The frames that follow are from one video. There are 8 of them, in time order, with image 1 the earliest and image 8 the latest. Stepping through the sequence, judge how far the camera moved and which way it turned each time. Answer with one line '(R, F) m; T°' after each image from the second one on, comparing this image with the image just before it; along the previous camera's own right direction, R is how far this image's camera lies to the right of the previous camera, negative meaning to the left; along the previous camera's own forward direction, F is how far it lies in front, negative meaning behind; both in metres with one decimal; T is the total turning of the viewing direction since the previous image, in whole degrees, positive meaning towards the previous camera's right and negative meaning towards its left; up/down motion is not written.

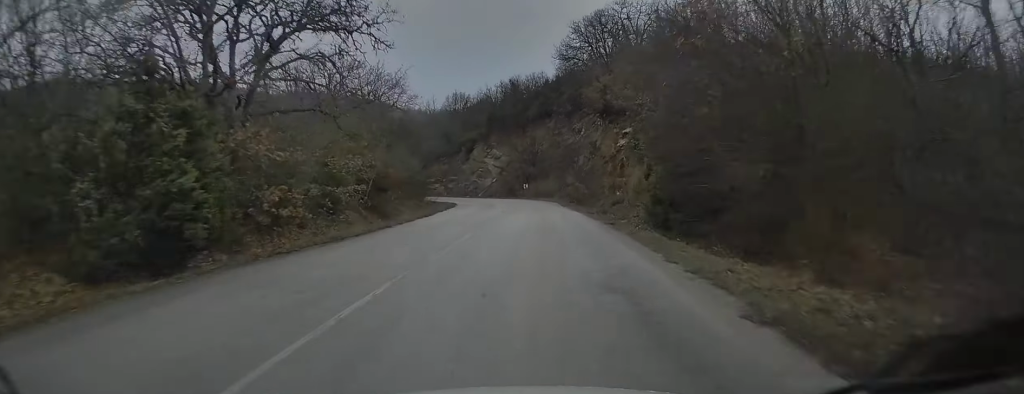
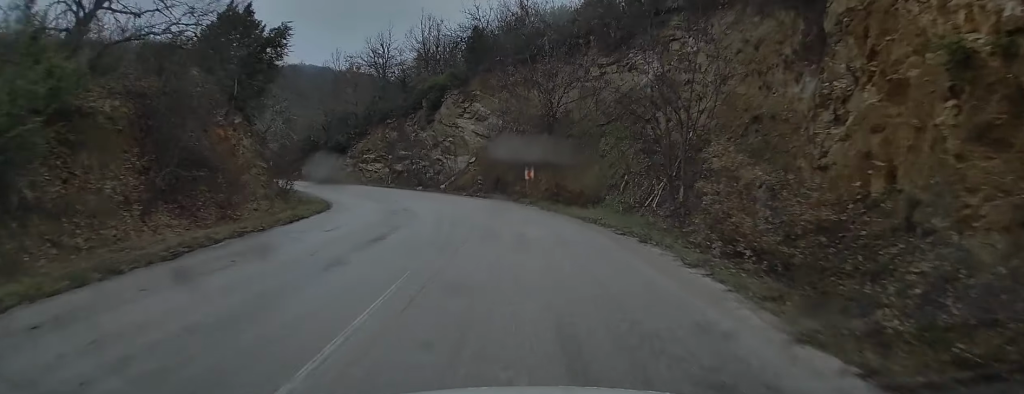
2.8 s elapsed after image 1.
(+0.5, +38.7) m; -1°
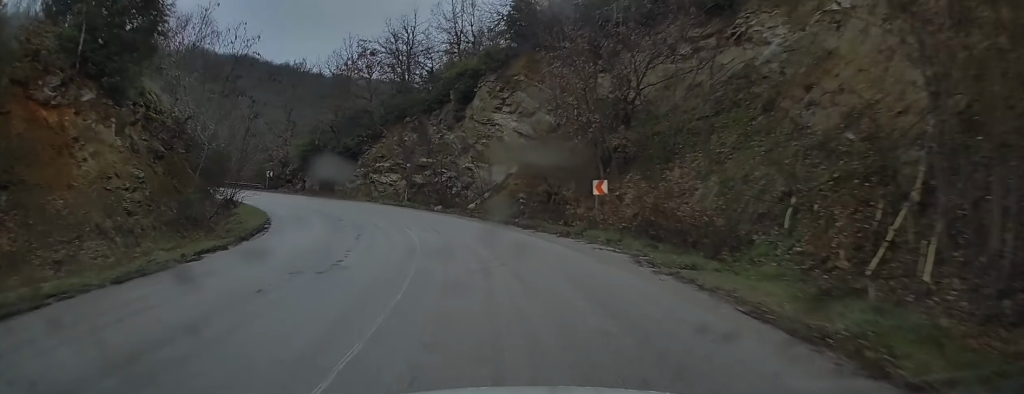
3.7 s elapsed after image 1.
(-0.3, +12.7) m; -2°
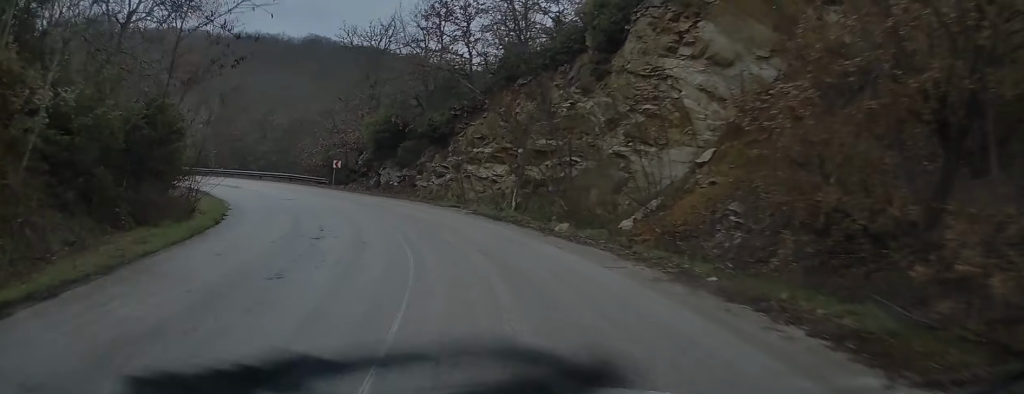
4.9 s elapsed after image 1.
(-0.5, +14.8) m; -8°
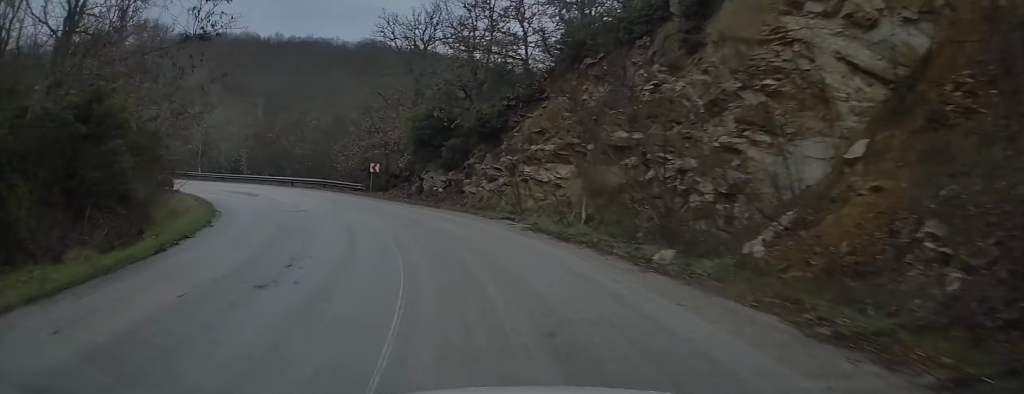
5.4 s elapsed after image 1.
(0.0, +5.2) m; -5°
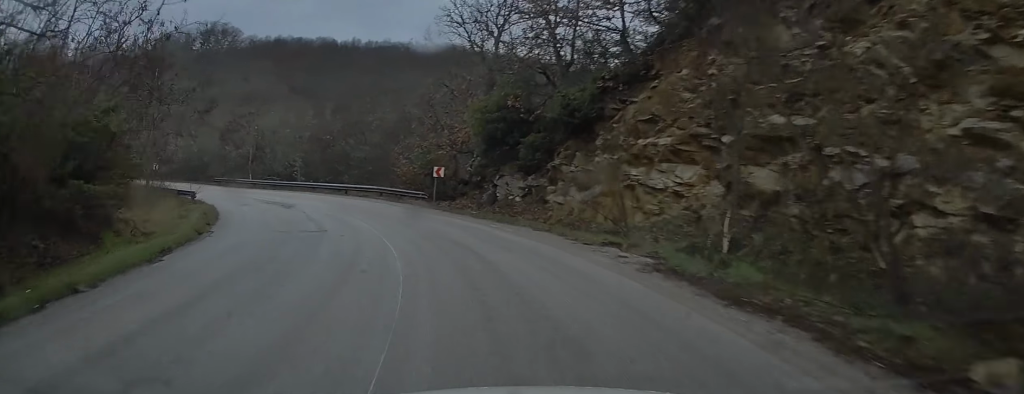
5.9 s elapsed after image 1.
(-0.4, +5.9) m; -6°
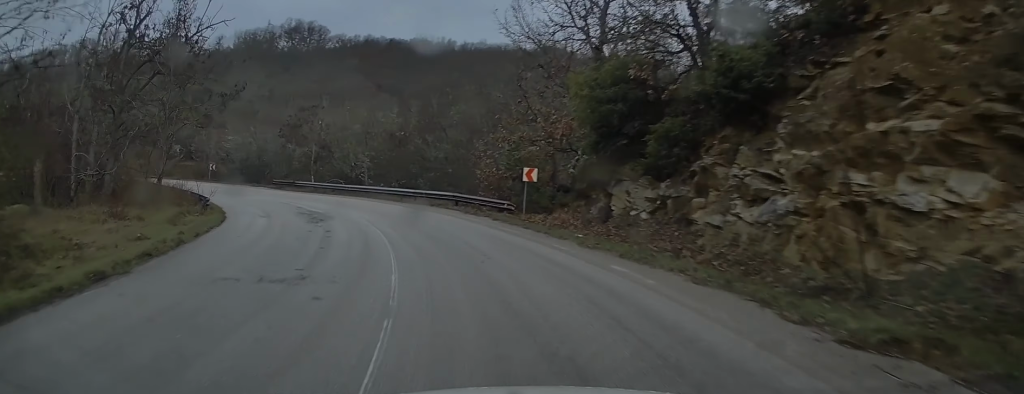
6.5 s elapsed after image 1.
(-0.4, +7.1) m; -8°
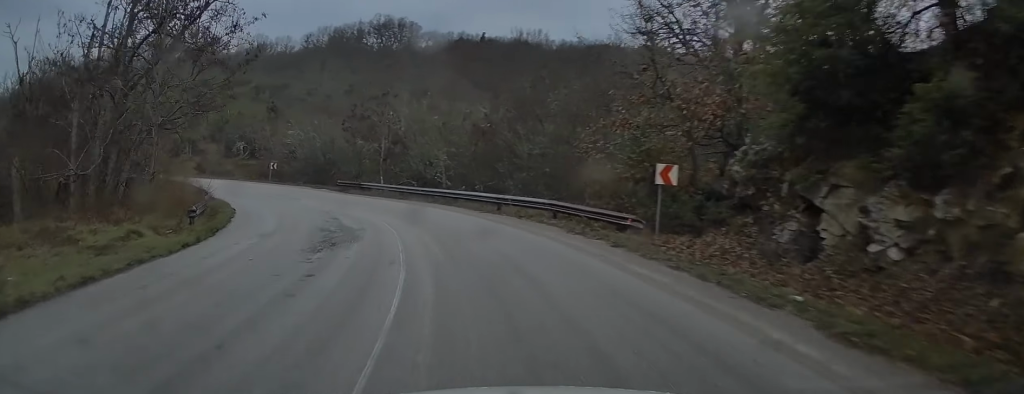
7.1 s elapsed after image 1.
(-0.6, +7.0) m; -8°
